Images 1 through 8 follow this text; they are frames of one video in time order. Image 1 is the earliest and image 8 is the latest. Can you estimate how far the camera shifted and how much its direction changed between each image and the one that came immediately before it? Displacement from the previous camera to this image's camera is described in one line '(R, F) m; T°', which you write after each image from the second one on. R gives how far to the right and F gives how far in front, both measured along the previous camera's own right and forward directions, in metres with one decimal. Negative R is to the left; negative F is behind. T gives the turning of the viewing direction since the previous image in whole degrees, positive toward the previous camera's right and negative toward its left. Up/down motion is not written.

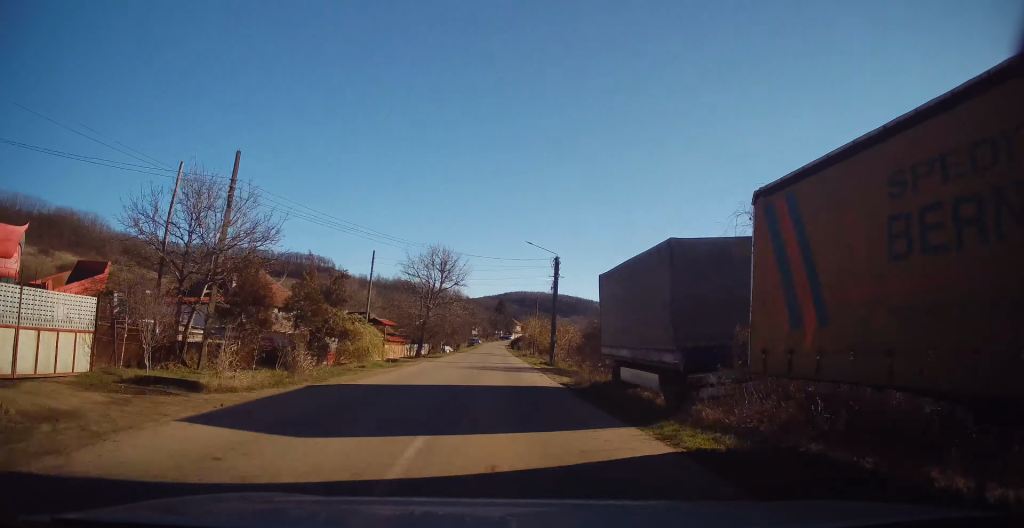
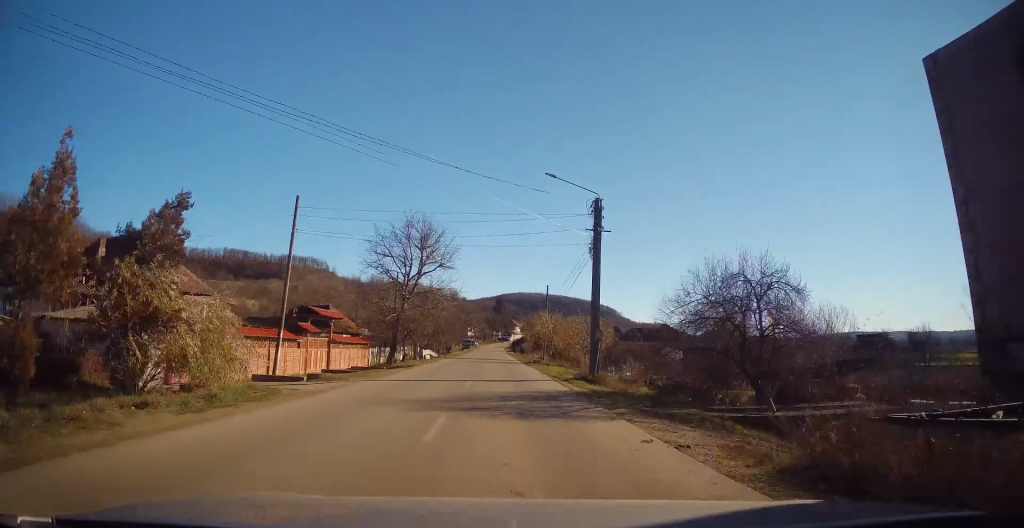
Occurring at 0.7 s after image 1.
(-0.1, +15.4) m; 0°
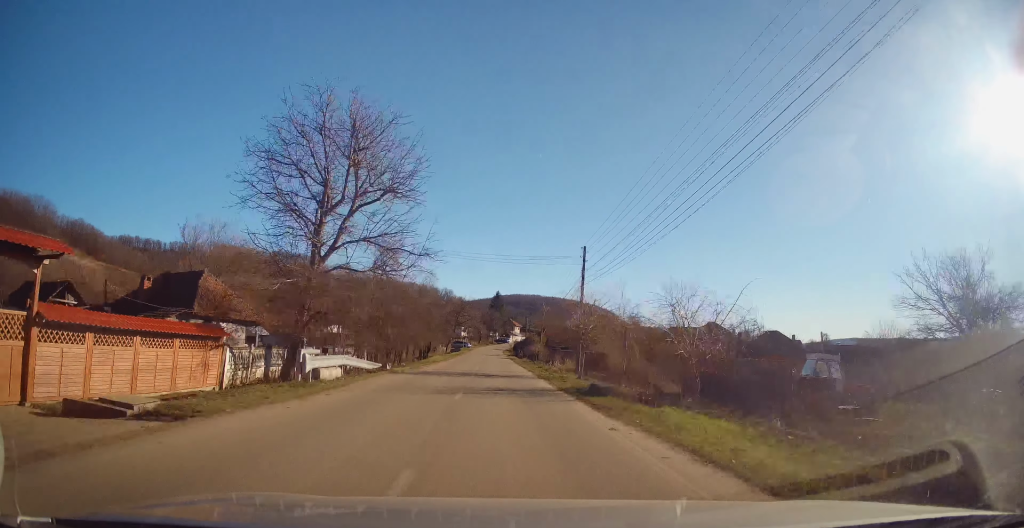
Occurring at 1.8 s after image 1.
(-0.1, +22.3) m; +1°
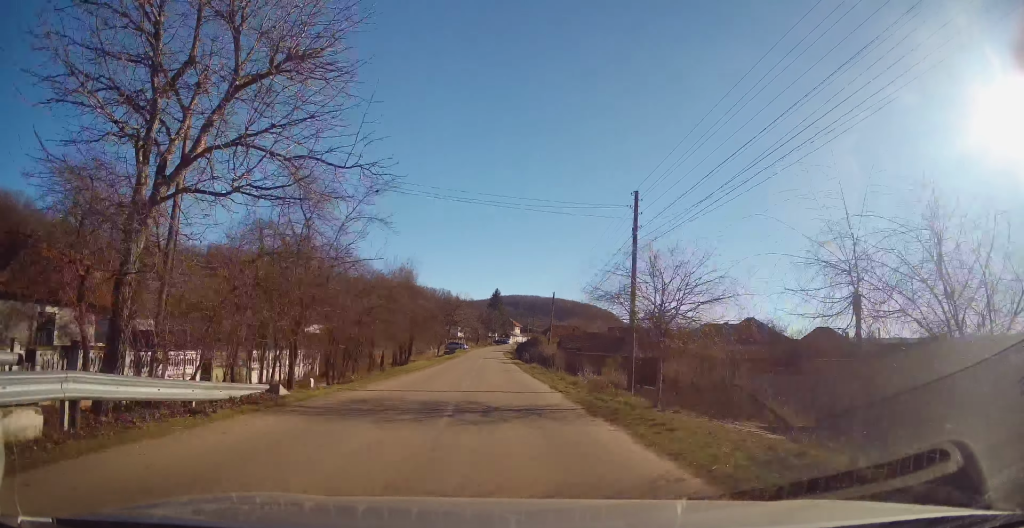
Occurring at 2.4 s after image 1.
(0.0, +11.8) m; +1°
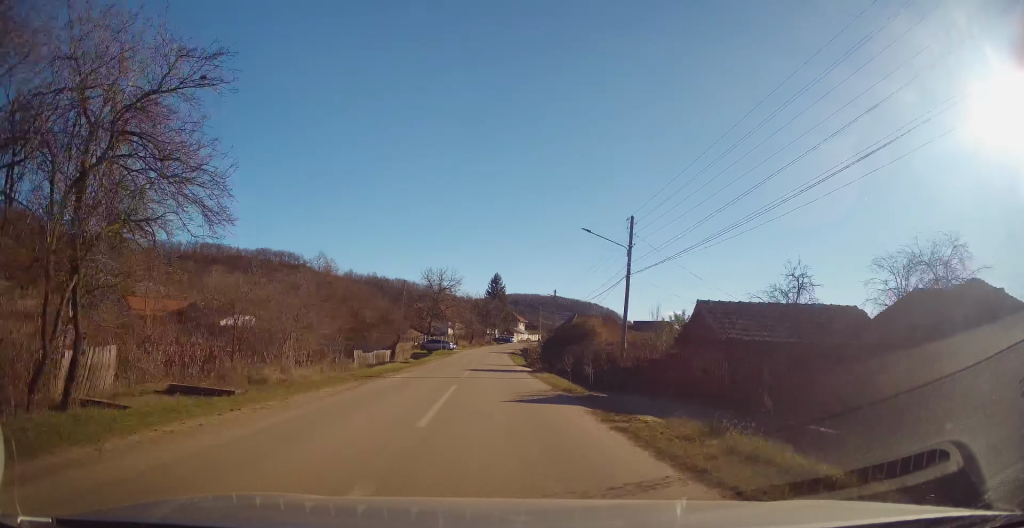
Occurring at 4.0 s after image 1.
(0.0, +33.7) m; -1°
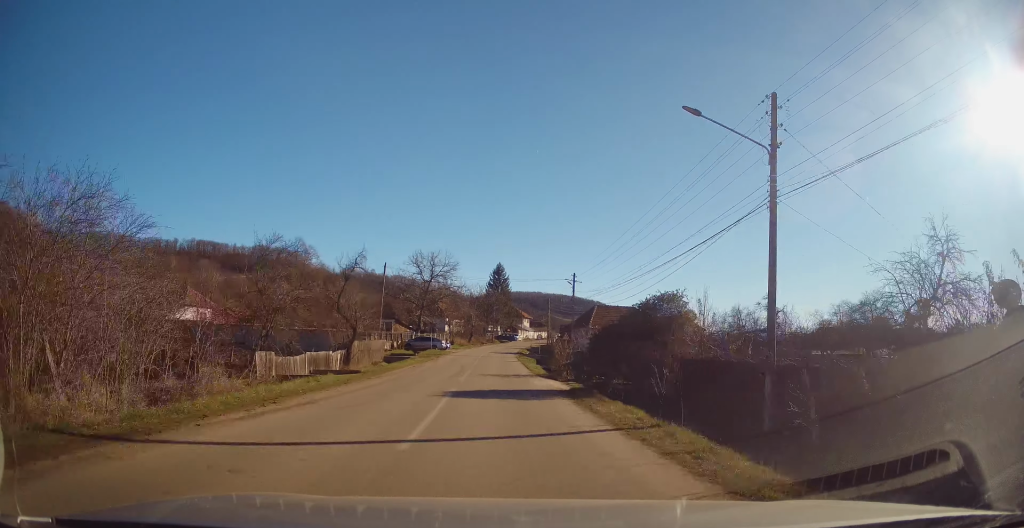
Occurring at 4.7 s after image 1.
(-0.1, +13.6) m; 0°
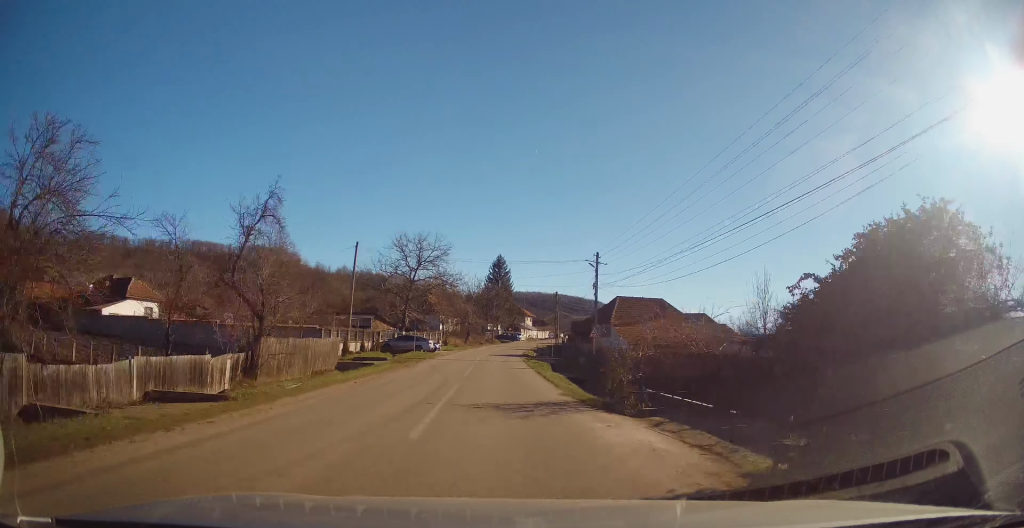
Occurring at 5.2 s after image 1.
(-0.1, +11.6) m; 0°
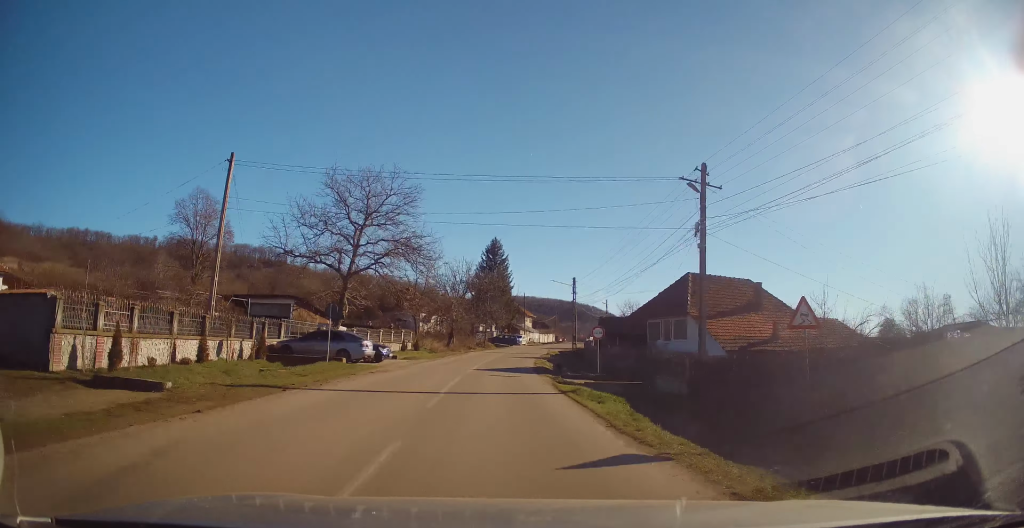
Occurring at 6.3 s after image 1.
(+0.3, +21.3) m; +1°
